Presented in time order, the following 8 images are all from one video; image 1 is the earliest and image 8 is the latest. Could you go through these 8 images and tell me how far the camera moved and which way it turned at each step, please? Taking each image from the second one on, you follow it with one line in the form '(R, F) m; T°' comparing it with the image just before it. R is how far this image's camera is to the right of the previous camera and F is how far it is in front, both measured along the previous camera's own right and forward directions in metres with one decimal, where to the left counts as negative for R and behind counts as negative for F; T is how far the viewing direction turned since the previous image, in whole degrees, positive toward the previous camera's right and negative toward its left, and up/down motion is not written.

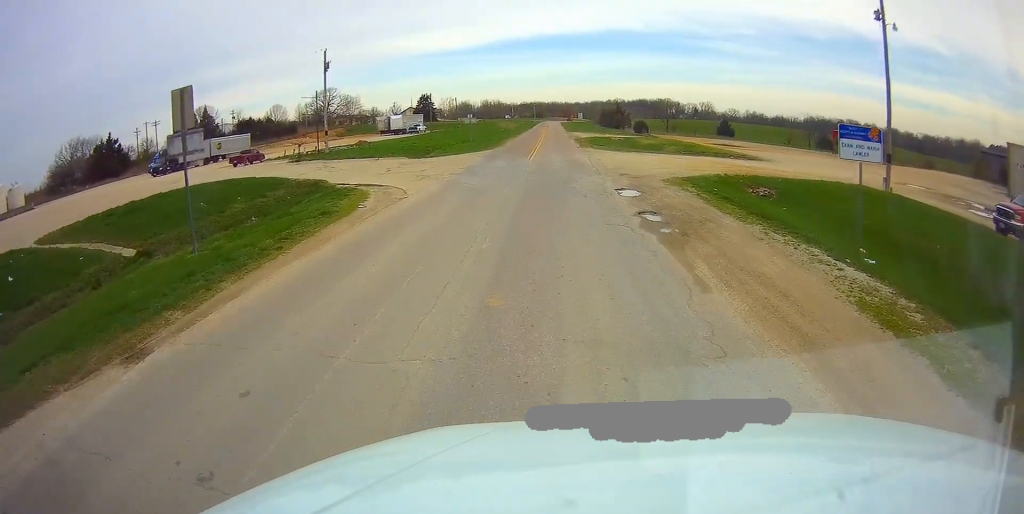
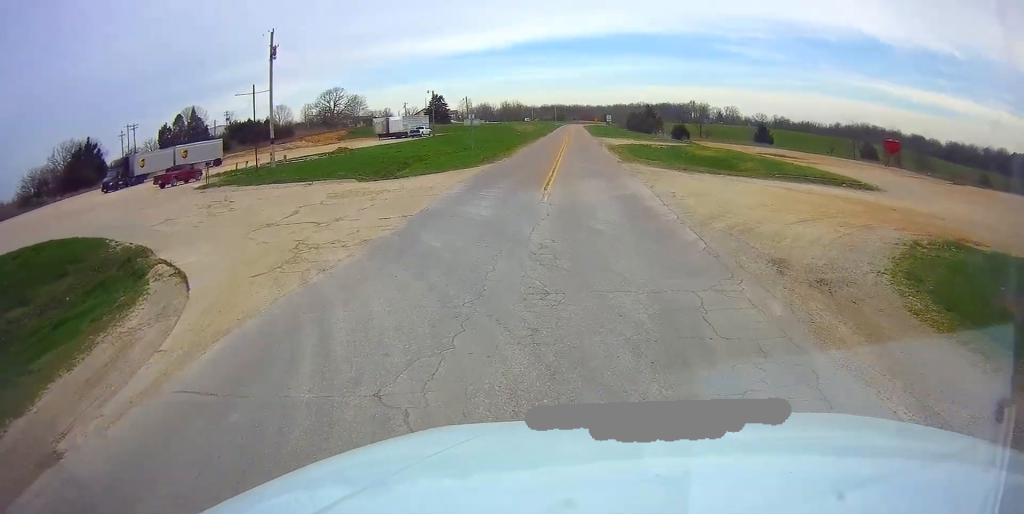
(-0.9, +14.1) m; -11°
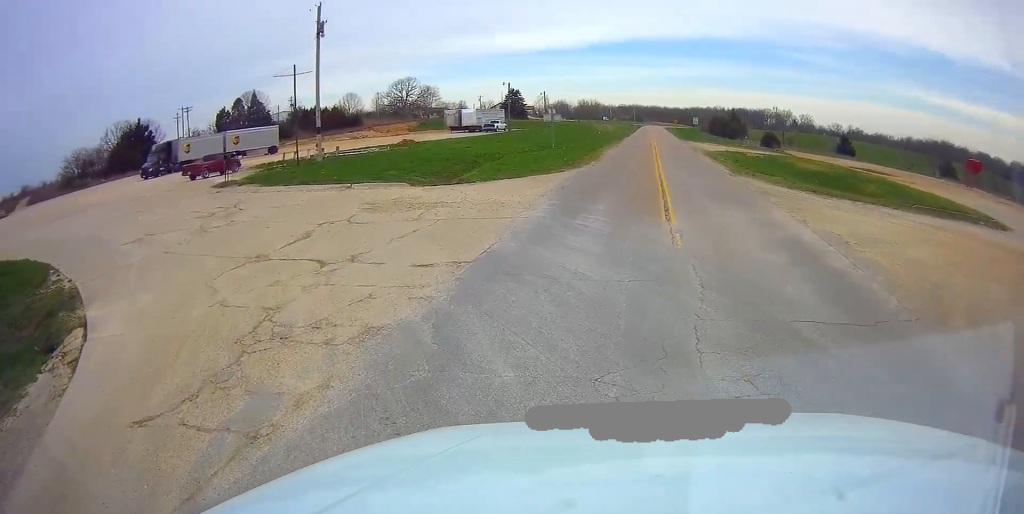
(-0.4, +5.3) m; -12°
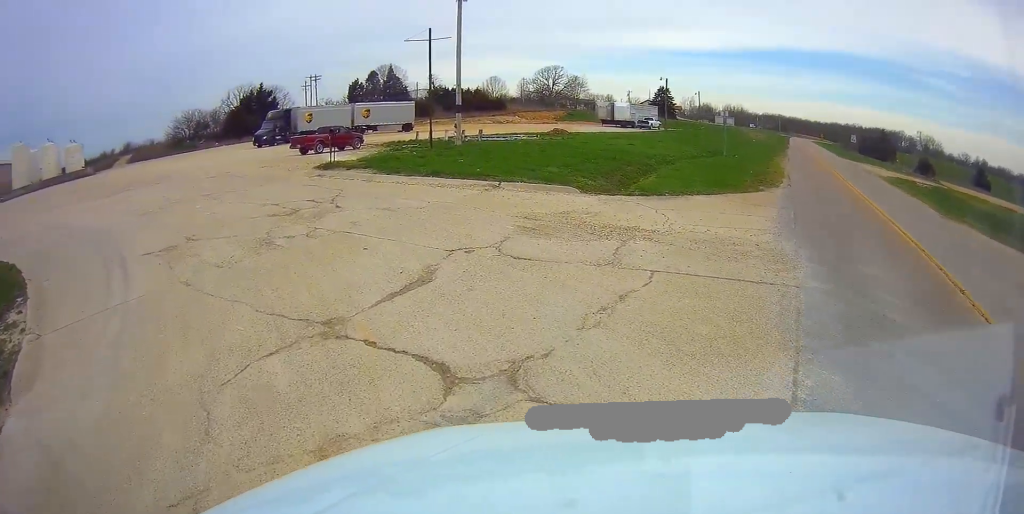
(-0.7, +5.1) m; -19°
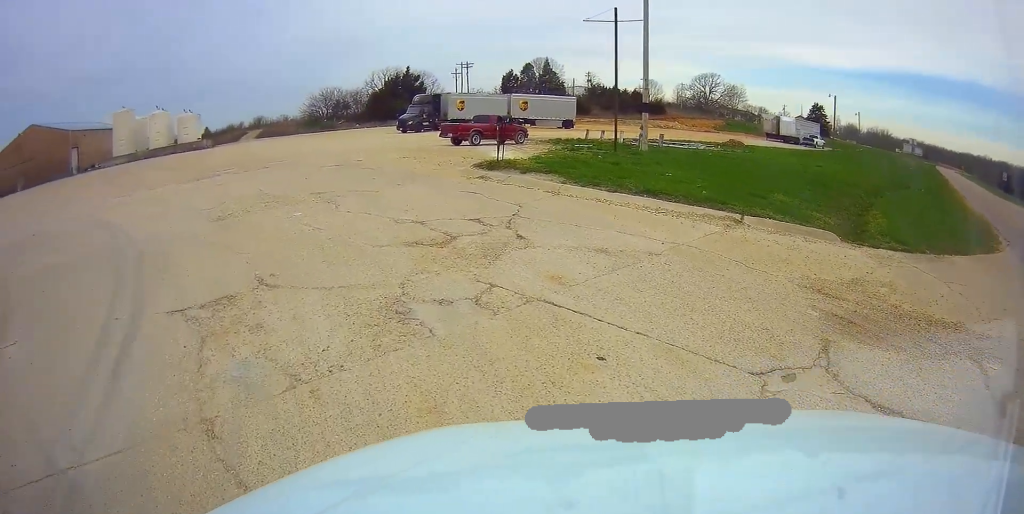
(-1.0, +4.9) m; -21°
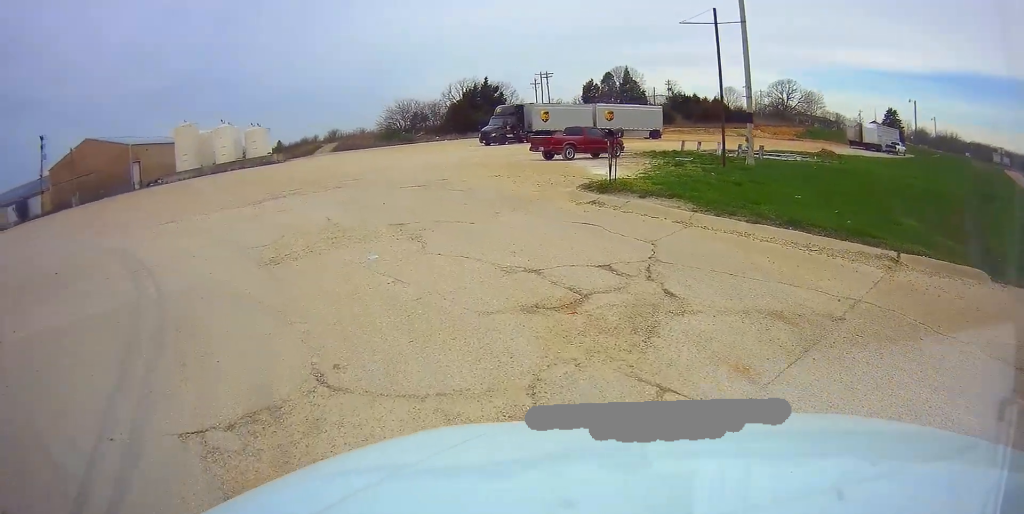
(-0.2, +2.1) m; -8°
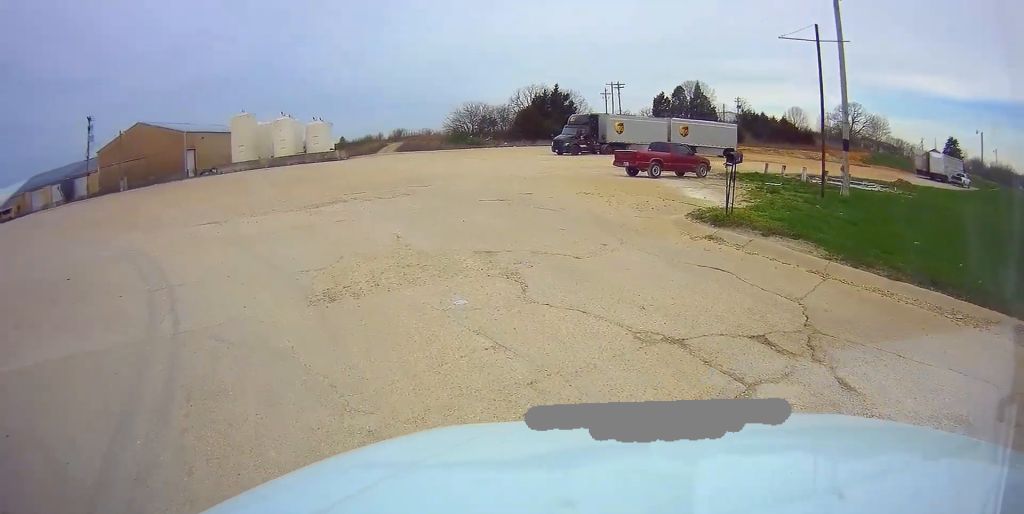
(-0.1, +1.8) m; -8°
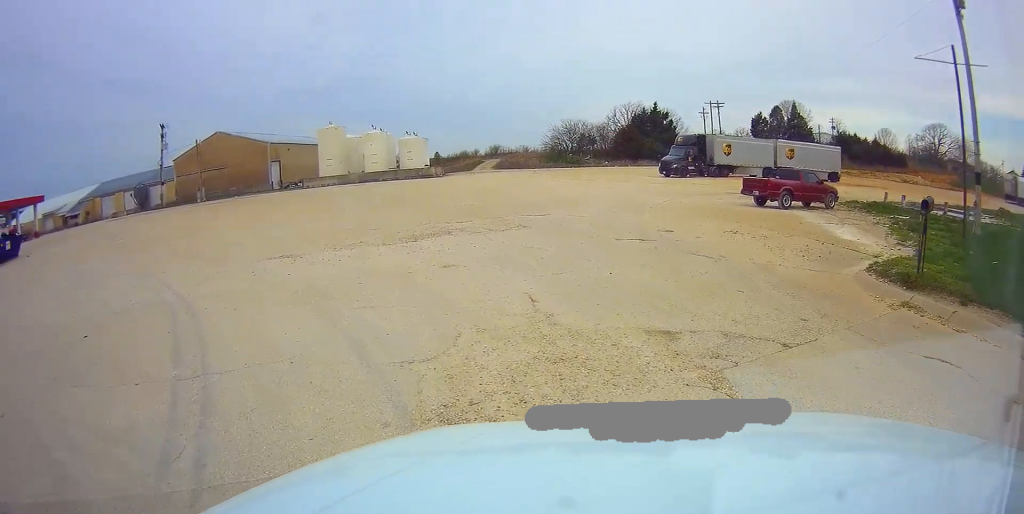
(-0.2, +2.5) m; -14°
